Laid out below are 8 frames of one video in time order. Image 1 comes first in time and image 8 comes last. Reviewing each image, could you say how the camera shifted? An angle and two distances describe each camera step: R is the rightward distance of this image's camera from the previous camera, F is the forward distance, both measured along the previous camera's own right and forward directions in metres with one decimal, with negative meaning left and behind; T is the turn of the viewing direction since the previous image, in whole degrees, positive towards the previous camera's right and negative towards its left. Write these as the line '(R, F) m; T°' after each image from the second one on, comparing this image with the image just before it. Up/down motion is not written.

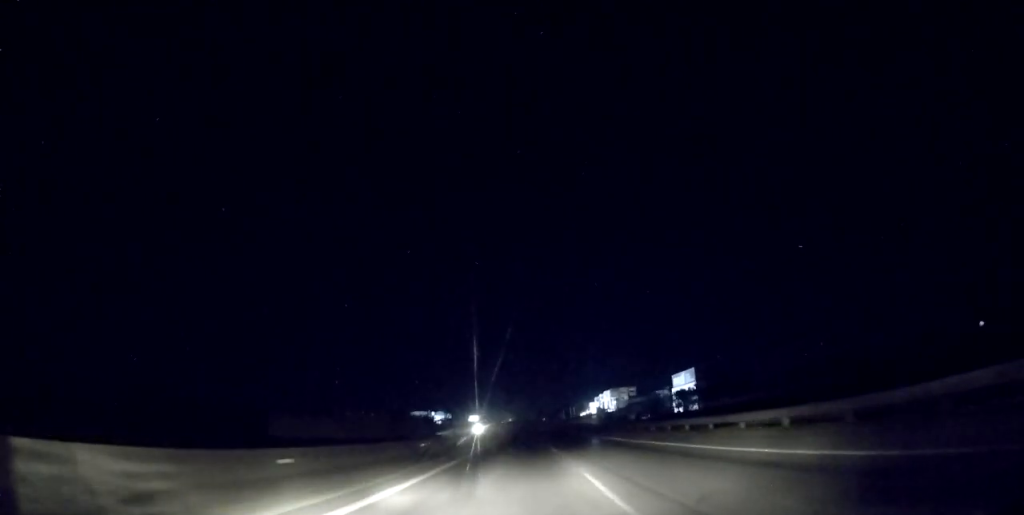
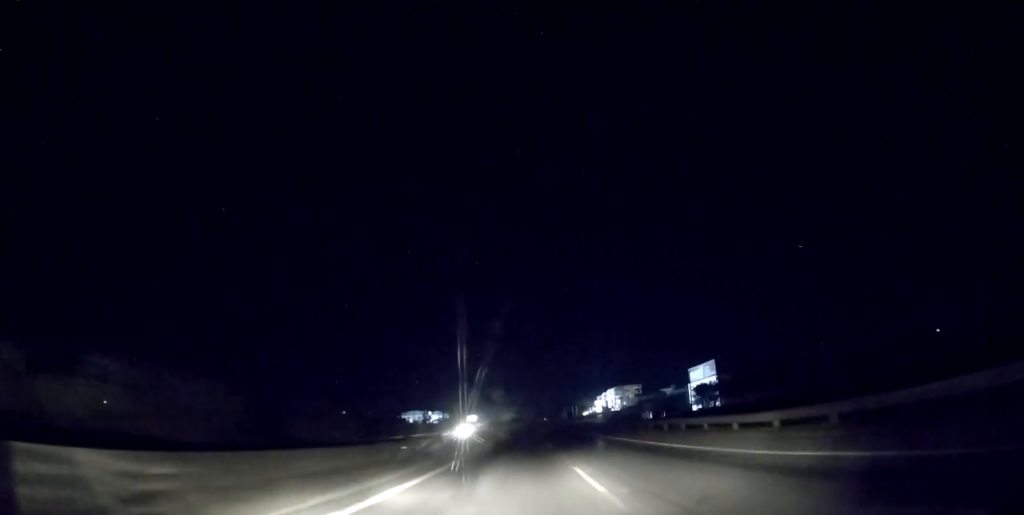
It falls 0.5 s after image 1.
(0.0, +15.2) m; 0°
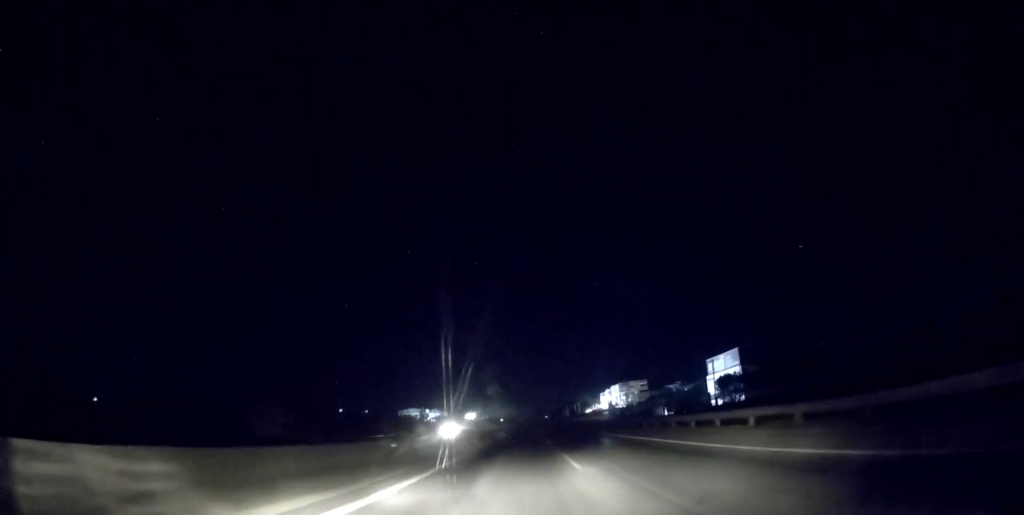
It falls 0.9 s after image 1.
(0.0, +13.6) m; 0°
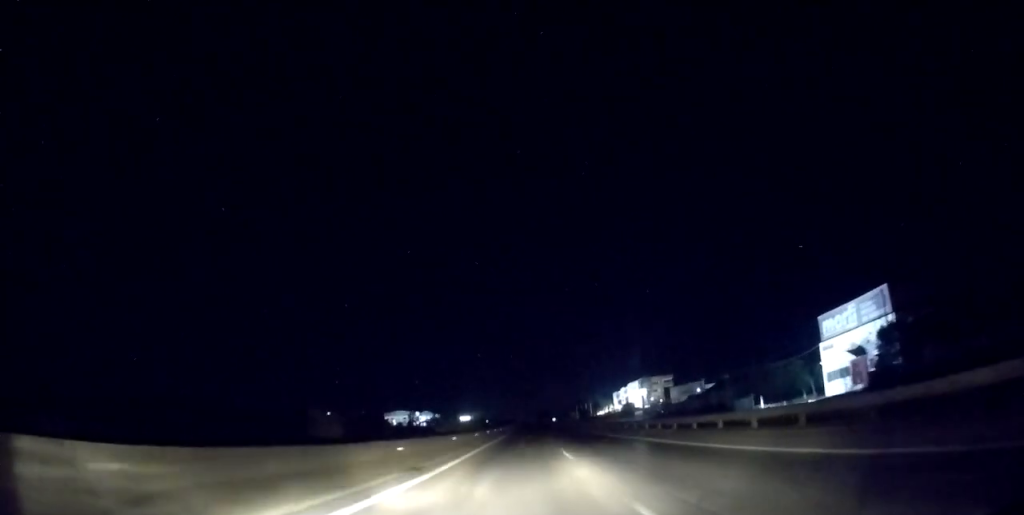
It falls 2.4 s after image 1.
(-0.4, +48.1) m; -1°
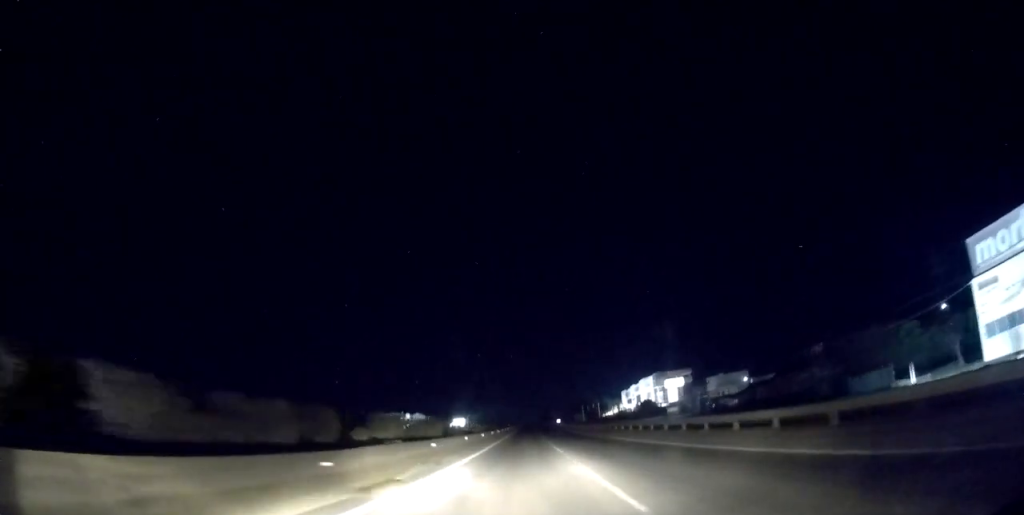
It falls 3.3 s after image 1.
(-0.1, +30.3) m; +1°
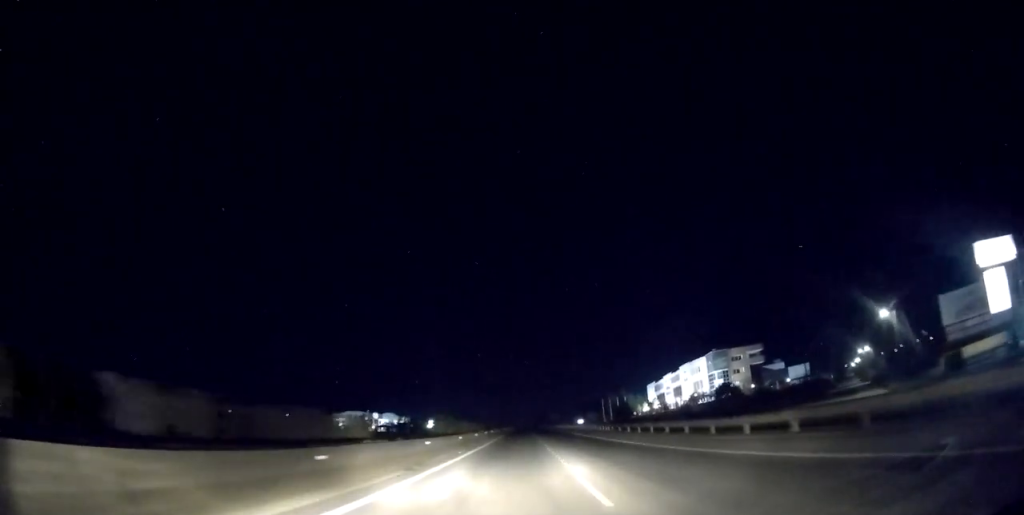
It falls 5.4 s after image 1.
(+0.4, +70.5) m; 0°
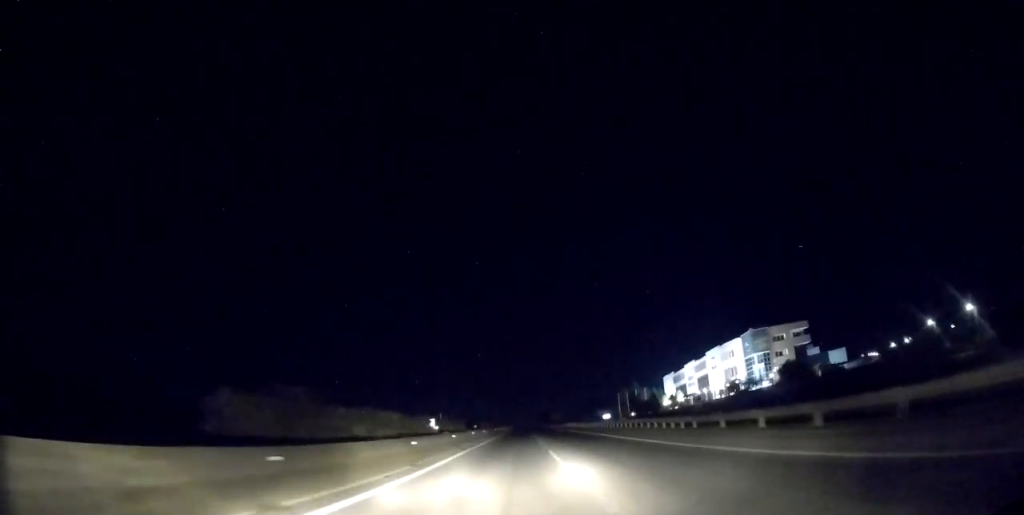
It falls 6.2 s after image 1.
(0.0, +26.4) m; 0°
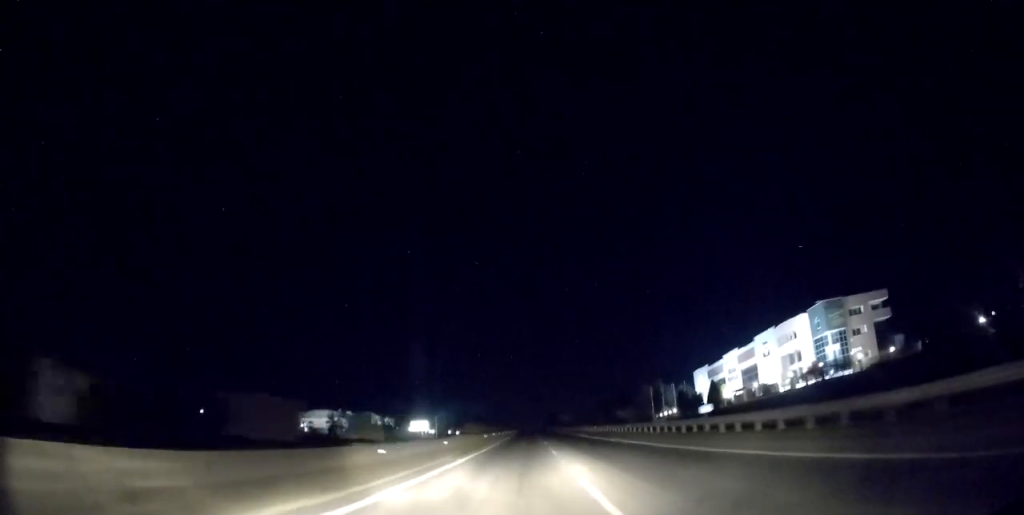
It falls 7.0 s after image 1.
(+0.1, +29.4) m; 0°
